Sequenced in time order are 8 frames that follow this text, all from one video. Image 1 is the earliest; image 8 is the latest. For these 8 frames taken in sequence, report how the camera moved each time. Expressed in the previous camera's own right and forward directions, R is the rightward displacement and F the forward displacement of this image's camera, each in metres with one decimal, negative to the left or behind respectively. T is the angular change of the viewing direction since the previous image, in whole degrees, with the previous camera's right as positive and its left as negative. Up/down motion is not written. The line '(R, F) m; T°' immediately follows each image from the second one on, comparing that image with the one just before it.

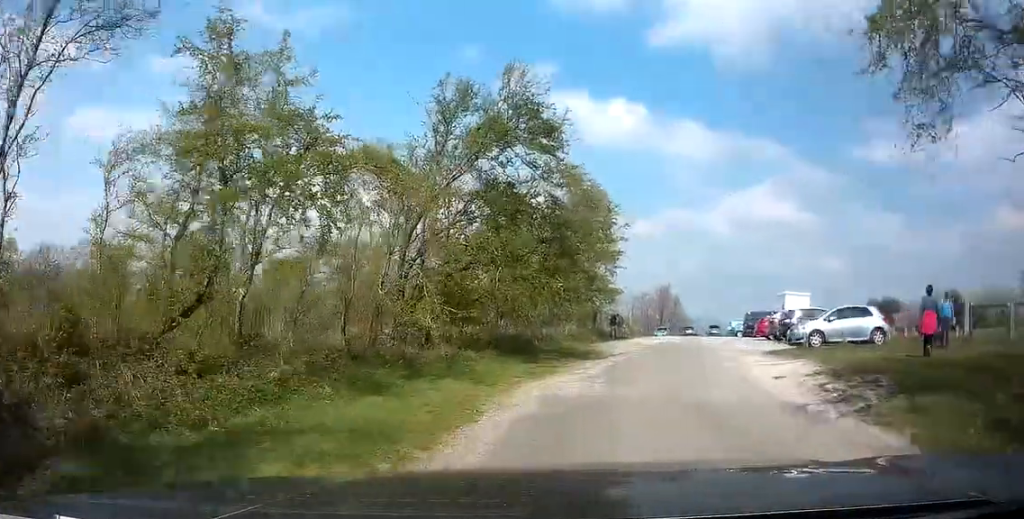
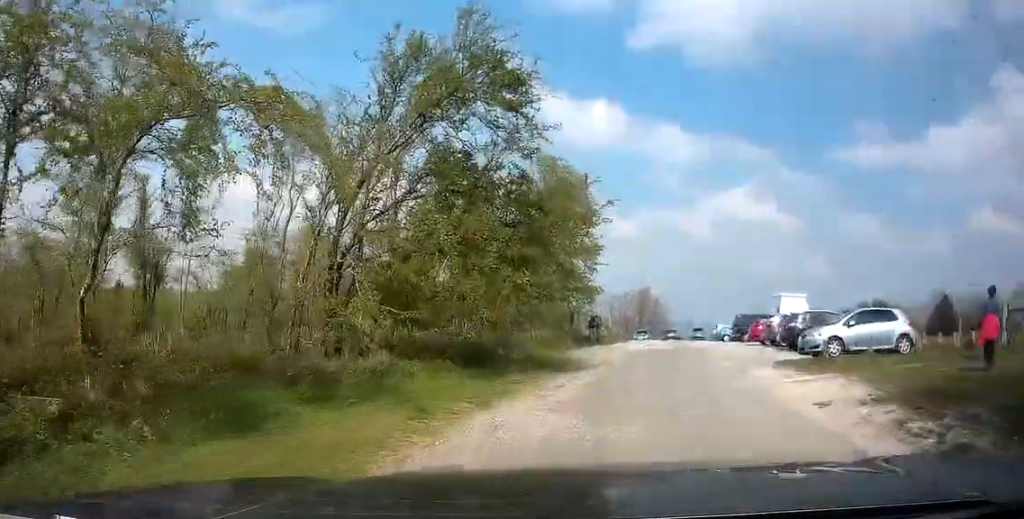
(-0.1, +1.8) m; -5°
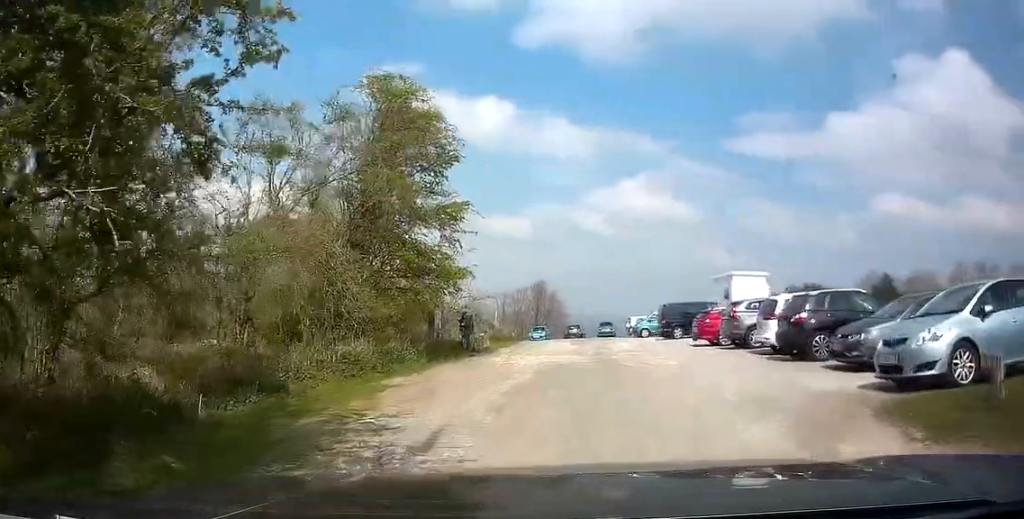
(-0.7, +11.0) m; -6°
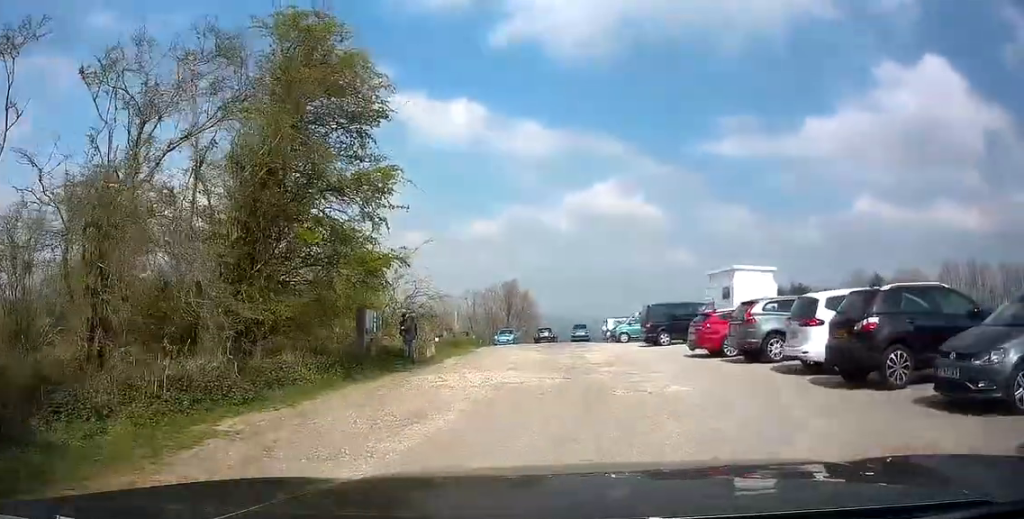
(0.0, +6.2) m; -7°
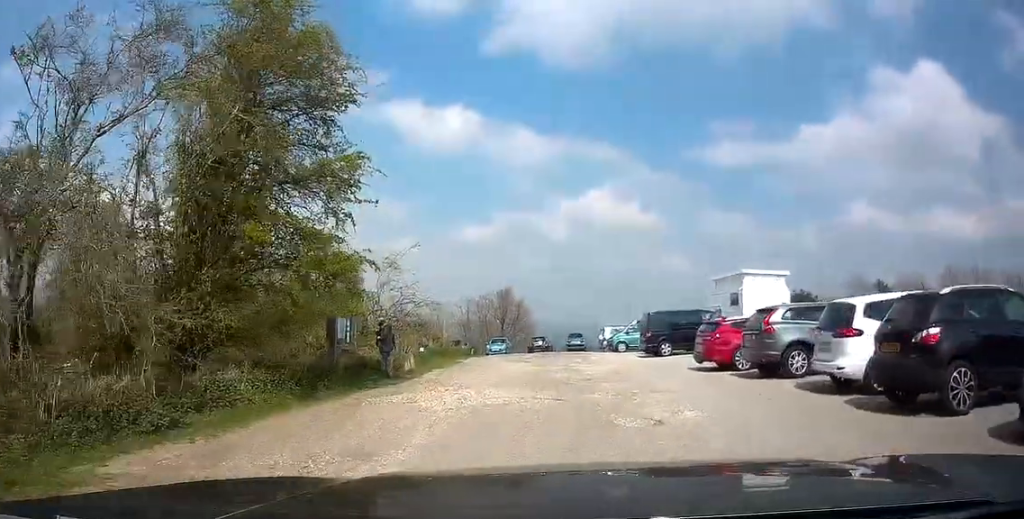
(-0.3, +2.7) m; -1°
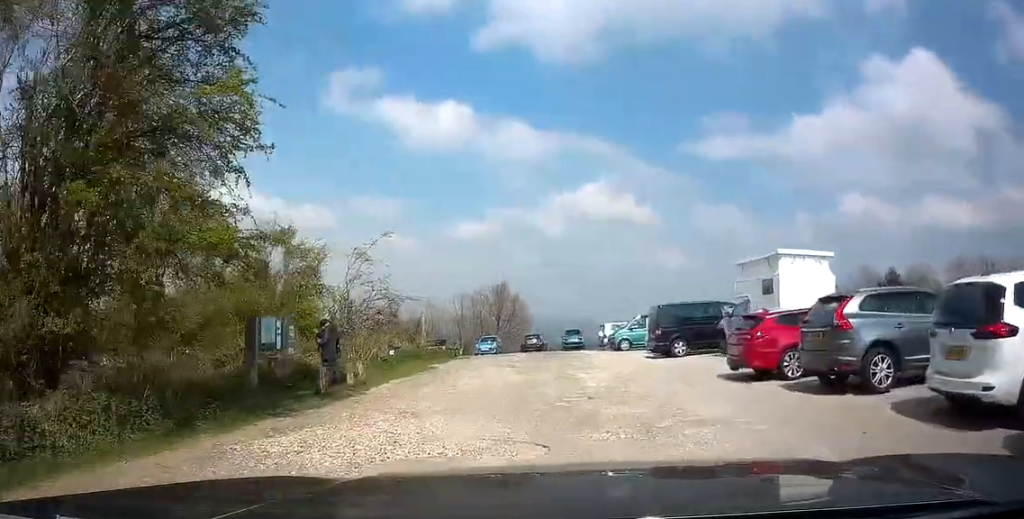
(-0.3, +6.0) m; +1°
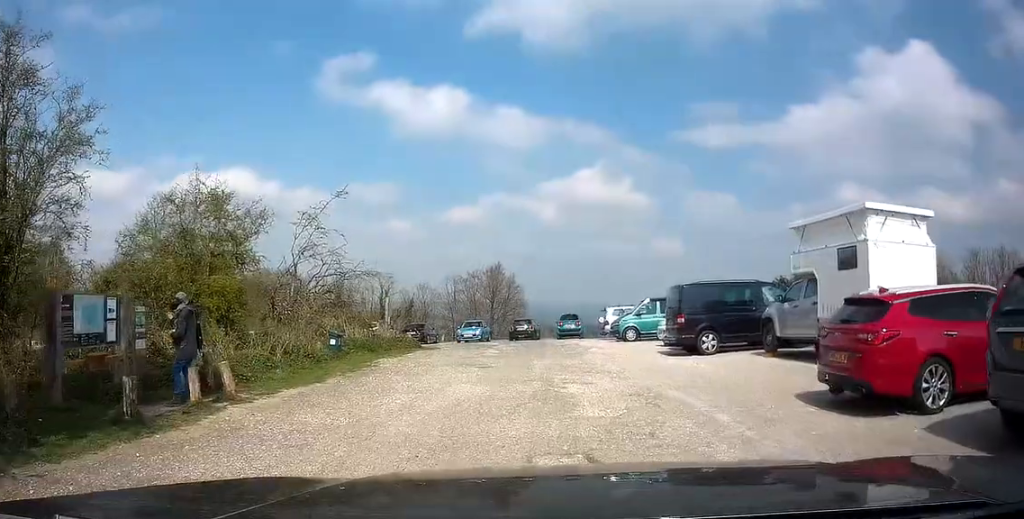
(+0.4, +8.6) m; +1°
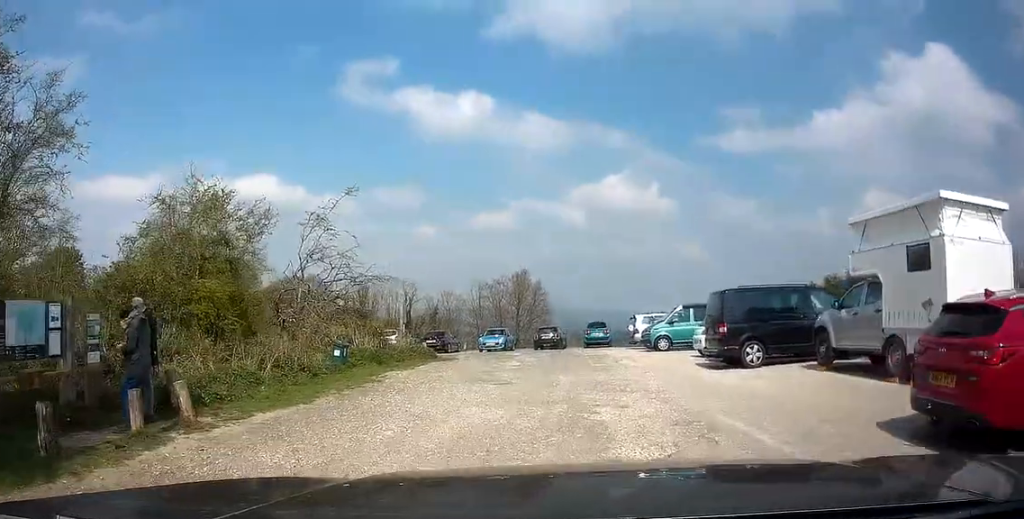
(0.0, +3.2) m; 0°
